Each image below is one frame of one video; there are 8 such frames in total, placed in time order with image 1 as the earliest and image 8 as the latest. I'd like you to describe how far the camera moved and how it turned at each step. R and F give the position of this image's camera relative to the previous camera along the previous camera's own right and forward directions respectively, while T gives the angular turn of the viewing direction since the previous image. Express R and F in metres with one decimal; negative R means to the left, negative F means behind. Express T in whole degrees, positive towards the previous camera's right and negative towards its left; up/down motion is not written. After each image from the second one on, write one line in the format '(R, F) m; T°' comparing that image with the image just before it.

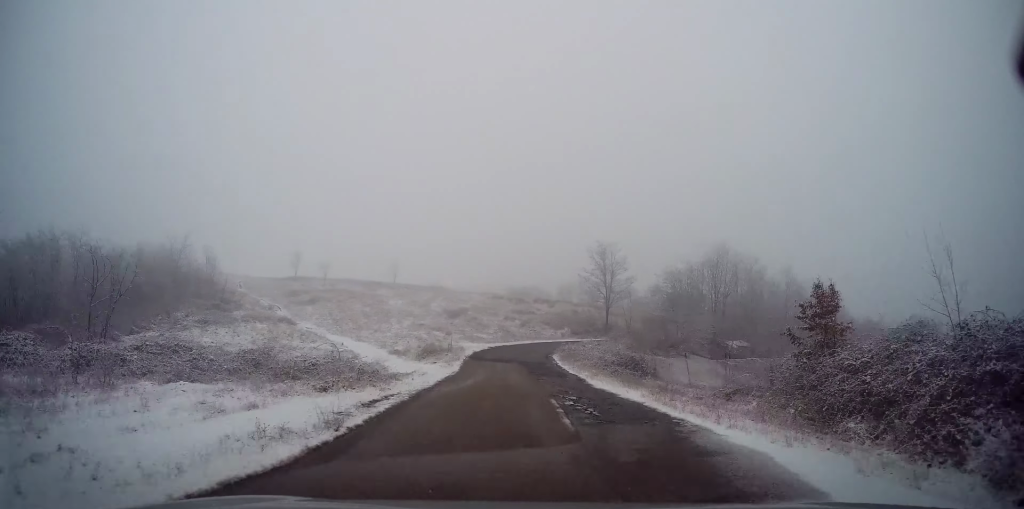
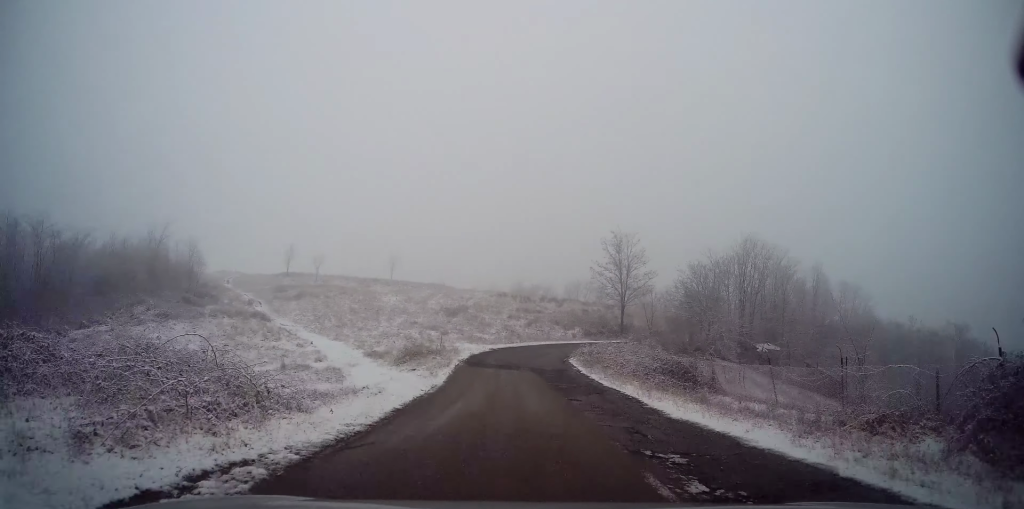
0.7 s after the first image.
(-0.3, +7.9) m; -4°
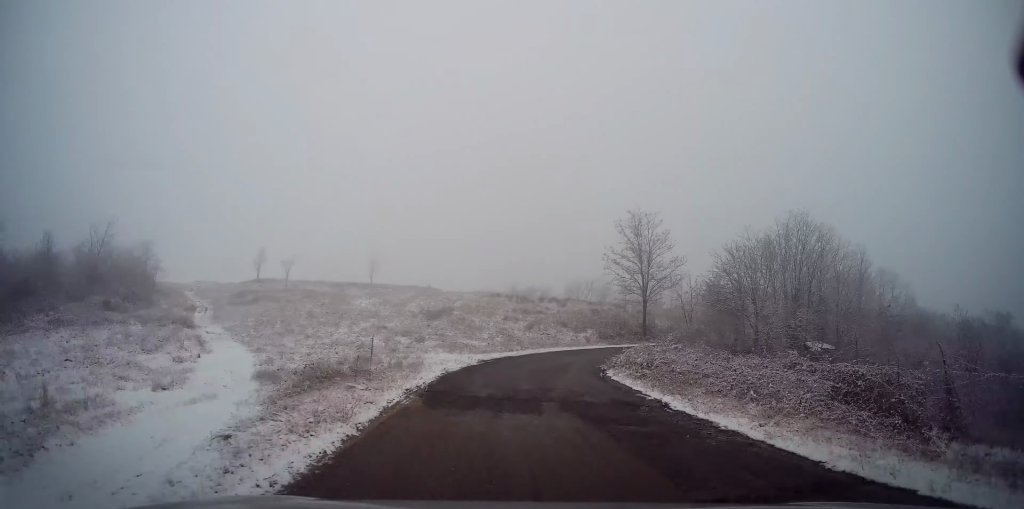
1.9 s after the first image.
(-0.8, +13.7) m; 0°
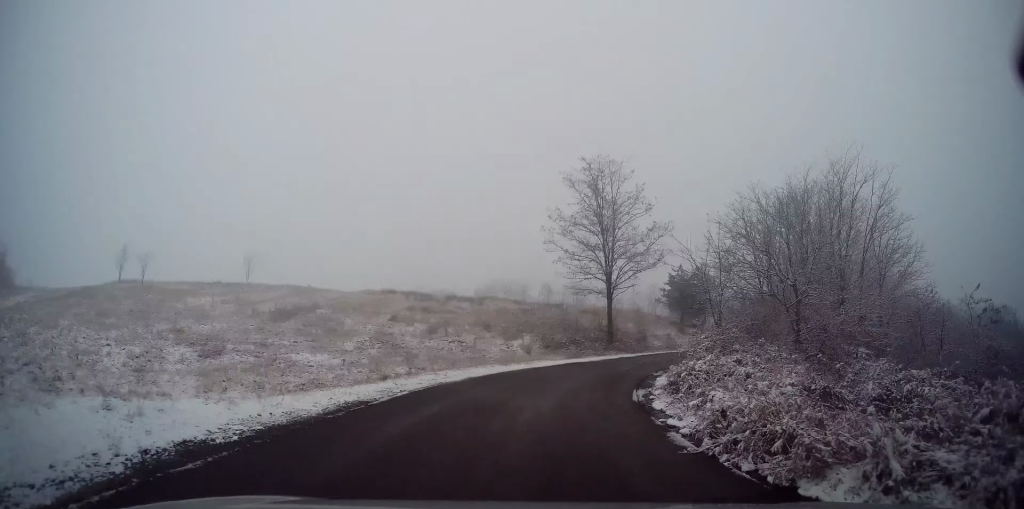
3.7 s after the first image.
(+1.7, +20.2) m; +10°
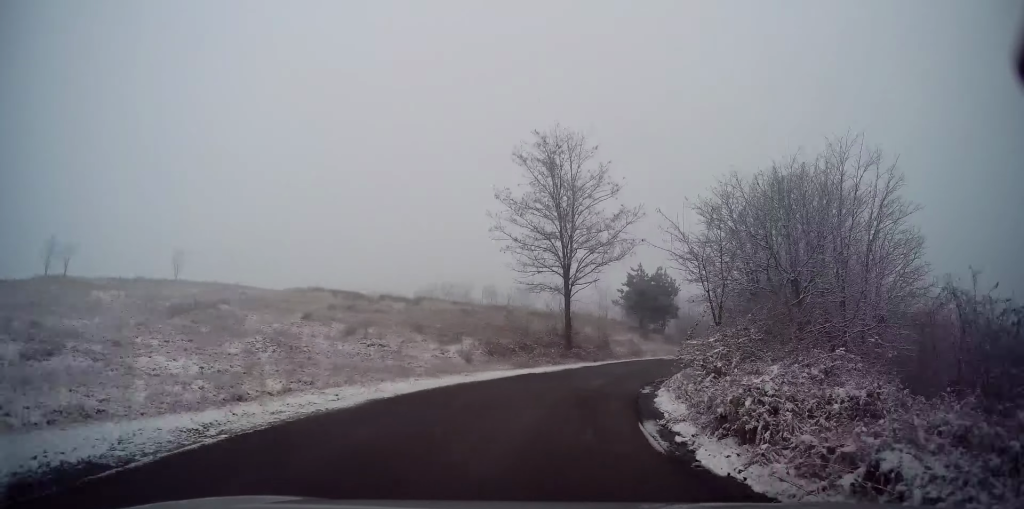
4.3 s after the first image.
(+0.4, +6.2) m; +6°
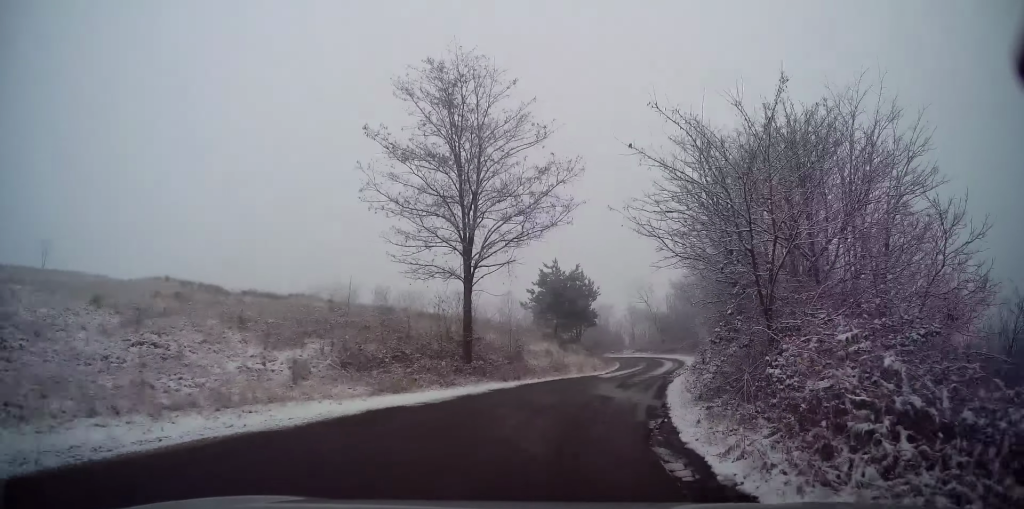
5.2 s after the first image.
(+0.7, +9.6) m; +10°
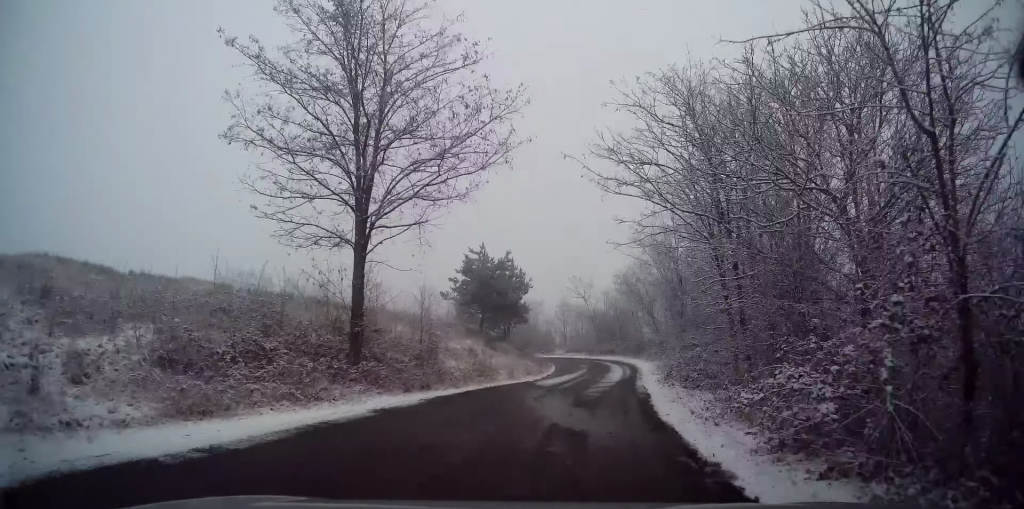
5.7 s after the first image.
(+0.3, +6.1) m; +6°
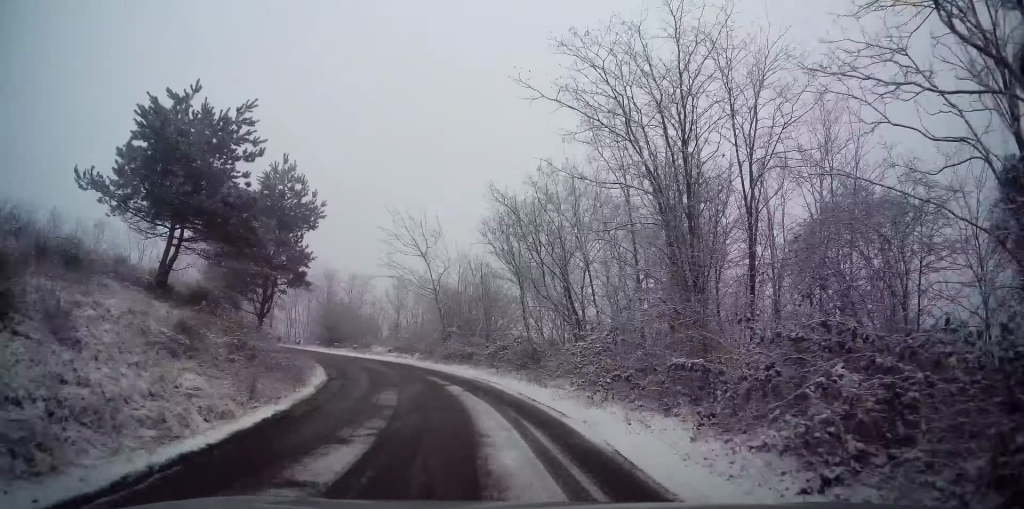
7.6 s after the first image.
(+3.9, +21.6) m; +16°
